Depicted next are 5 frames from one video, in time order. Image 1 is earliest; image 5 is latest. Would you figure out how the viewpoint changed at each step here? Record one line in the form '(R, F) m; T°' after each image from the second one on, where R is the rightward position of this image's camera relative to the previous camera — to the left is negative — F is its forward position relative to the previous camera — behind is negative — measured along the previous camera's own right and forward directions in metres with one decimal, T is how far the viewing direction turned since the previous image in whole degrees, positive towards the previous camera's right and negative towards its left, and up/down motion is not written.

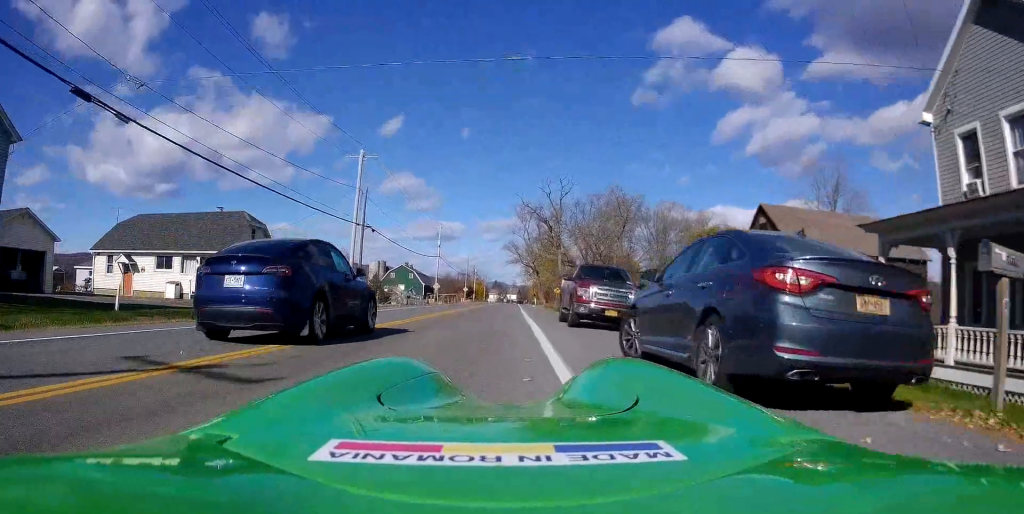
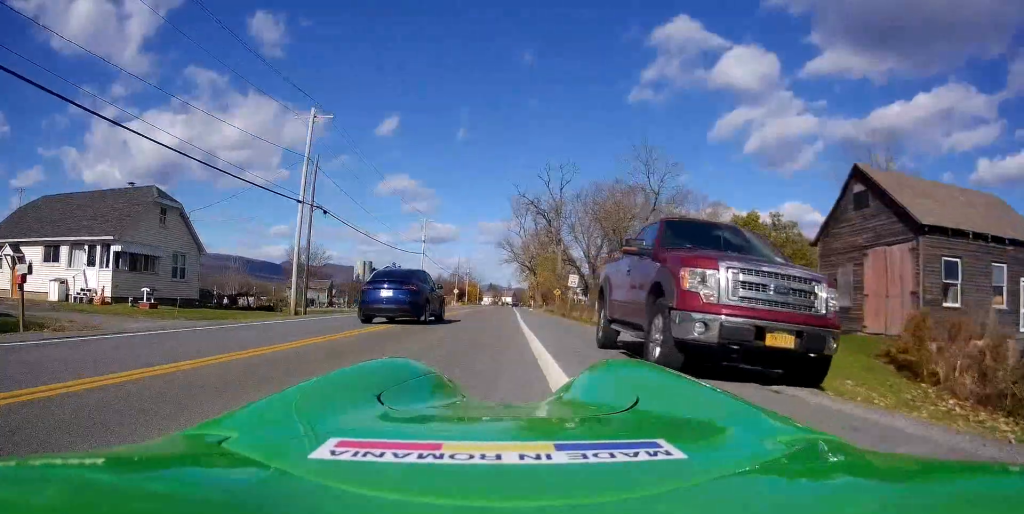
(-0.3, +10.4) m; 0°
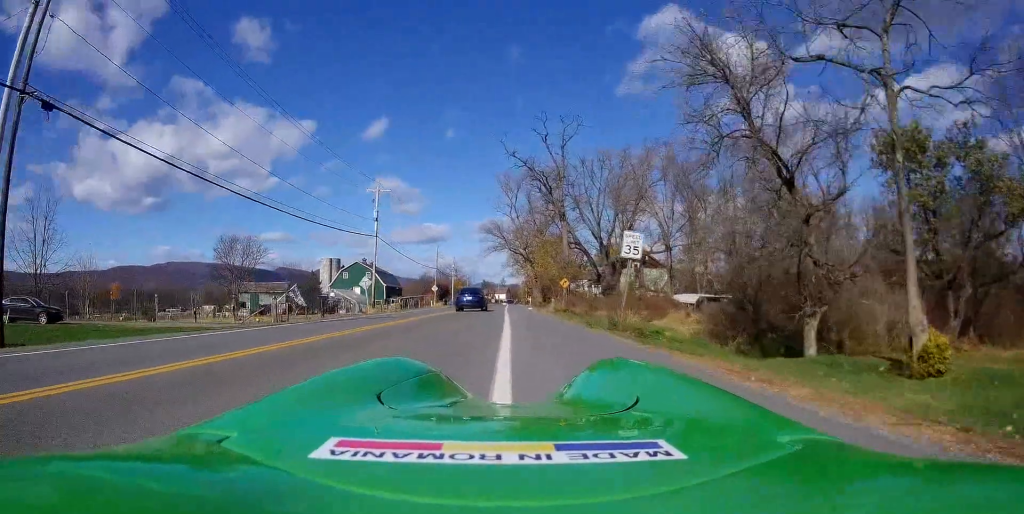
(+0.4, +22.1) m; +1°
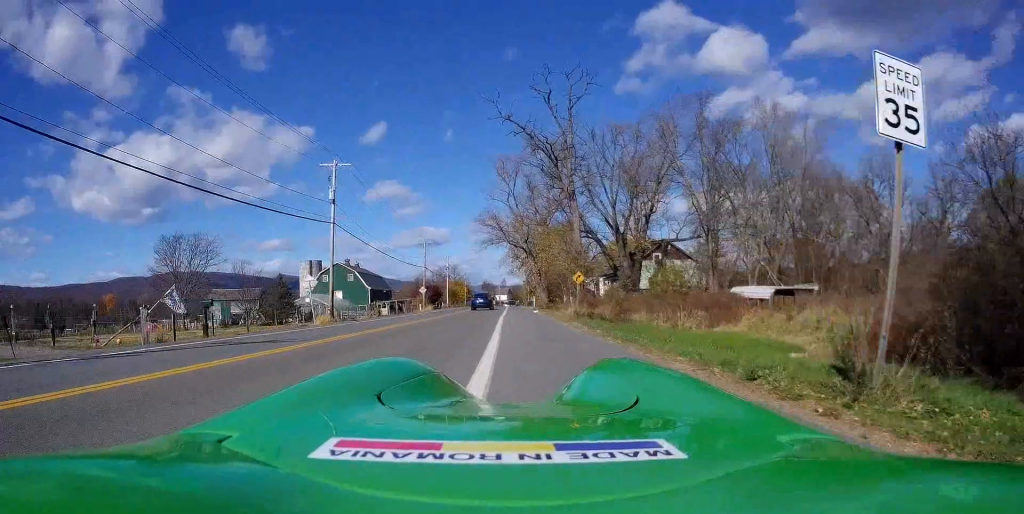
(-0.4, +13.0) m; -1°
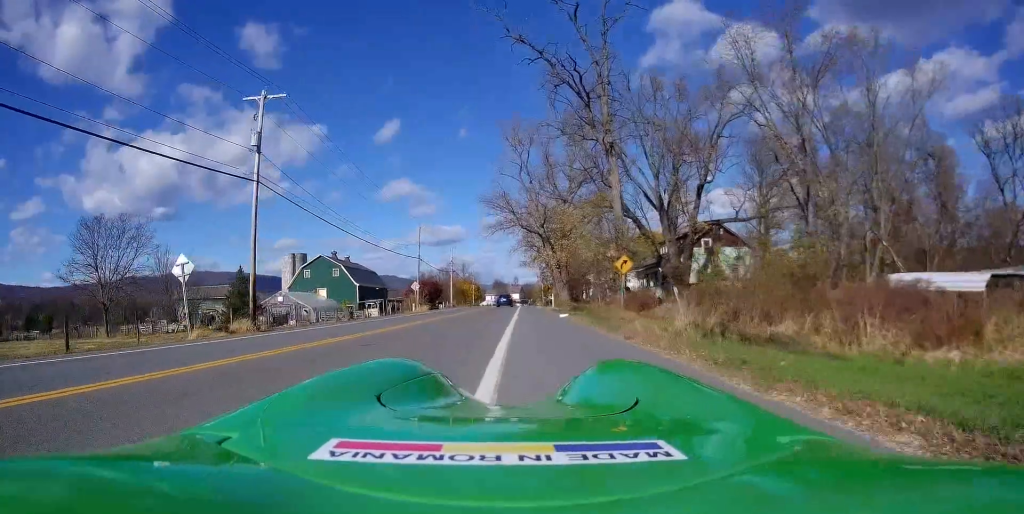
(+0.4, +14.6) m; -1°
